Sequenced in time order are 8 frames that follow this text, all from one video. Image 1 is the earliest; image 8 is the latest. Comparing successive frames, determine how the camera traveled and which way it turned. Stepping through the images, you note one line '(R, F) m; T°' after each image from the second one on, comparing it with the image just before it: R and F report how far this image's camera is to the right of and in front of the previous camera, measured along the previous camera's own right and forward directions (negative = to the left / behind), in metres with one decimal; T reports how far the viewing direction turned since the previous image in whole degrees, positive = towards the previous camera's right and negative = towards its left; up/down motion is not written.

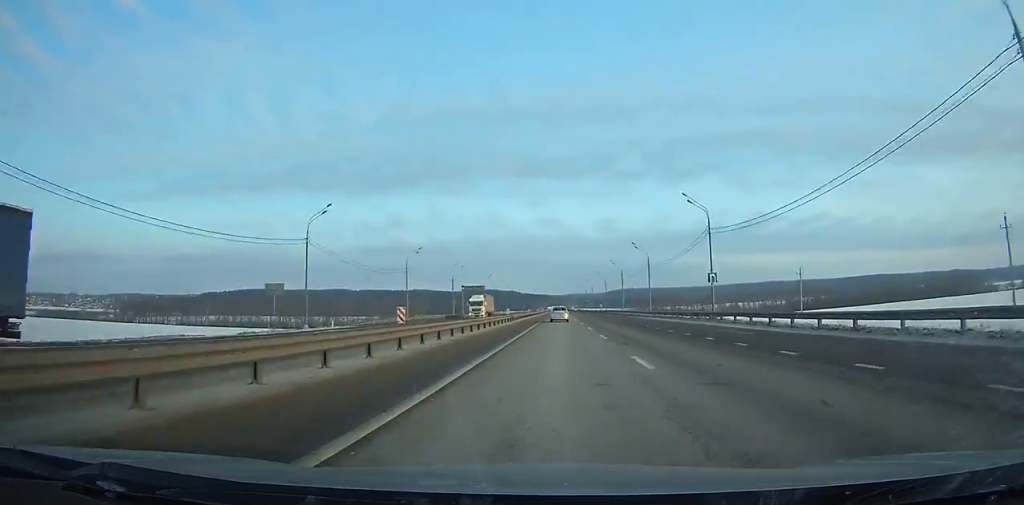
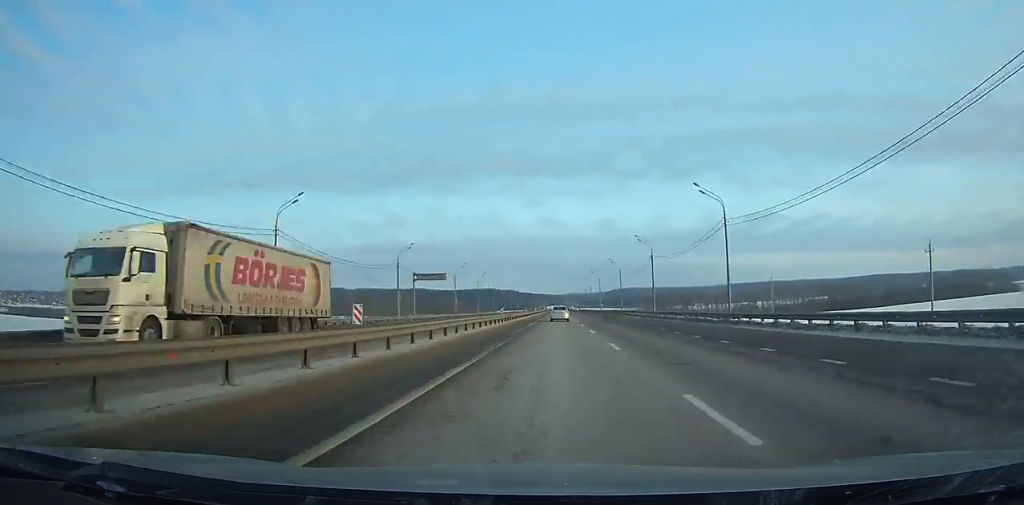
(+0.1, +40.9) m; 0°
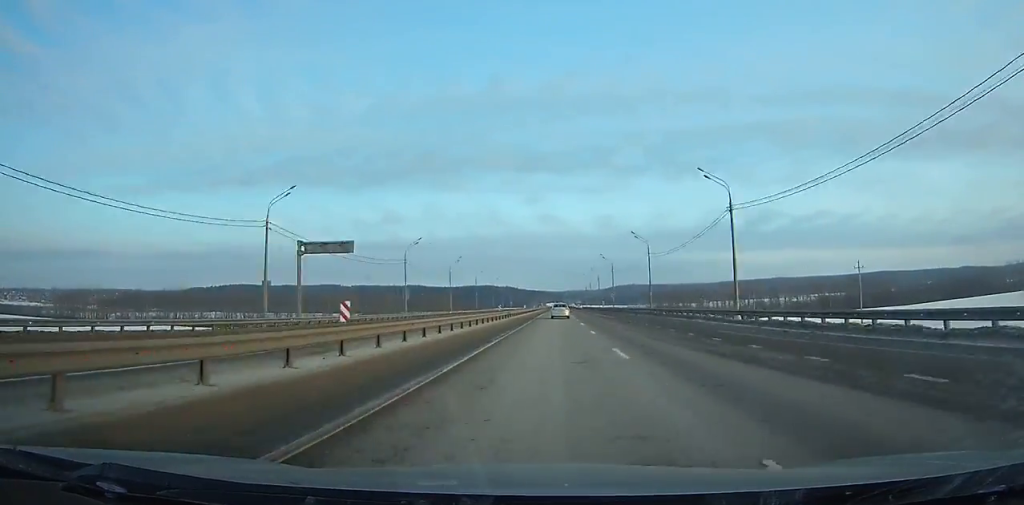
(+0.1, +37.8) m; 0°
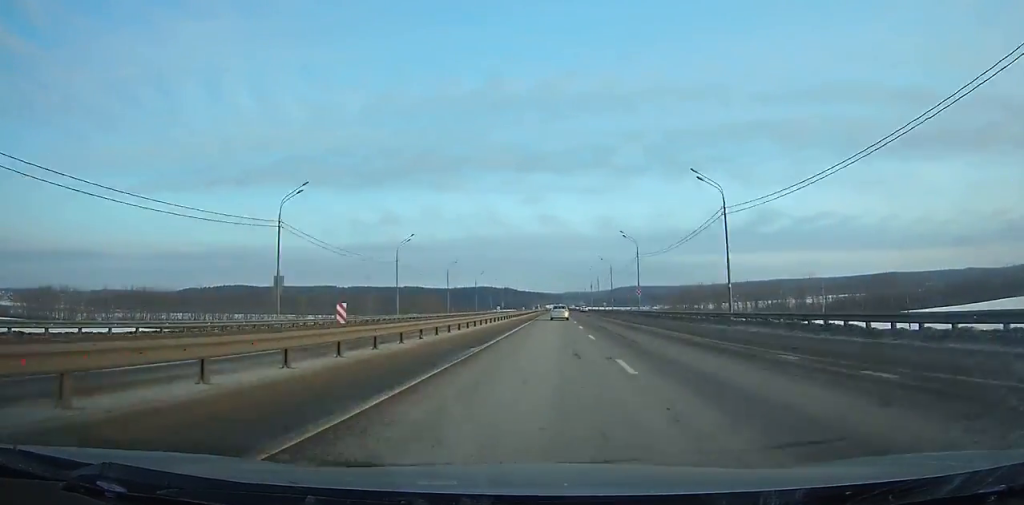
(0.0, +37.8) m; 0°
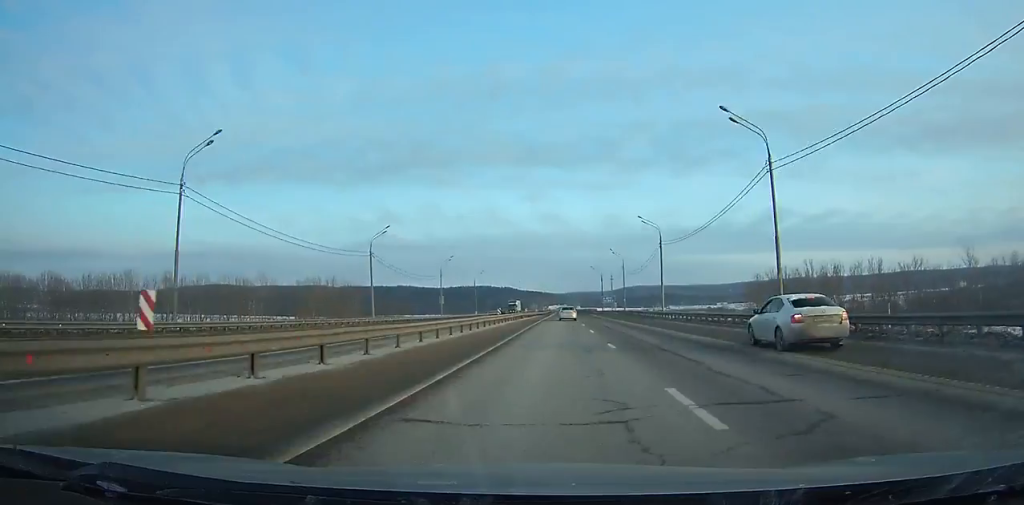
(-0.2, +122.0) m; 0°
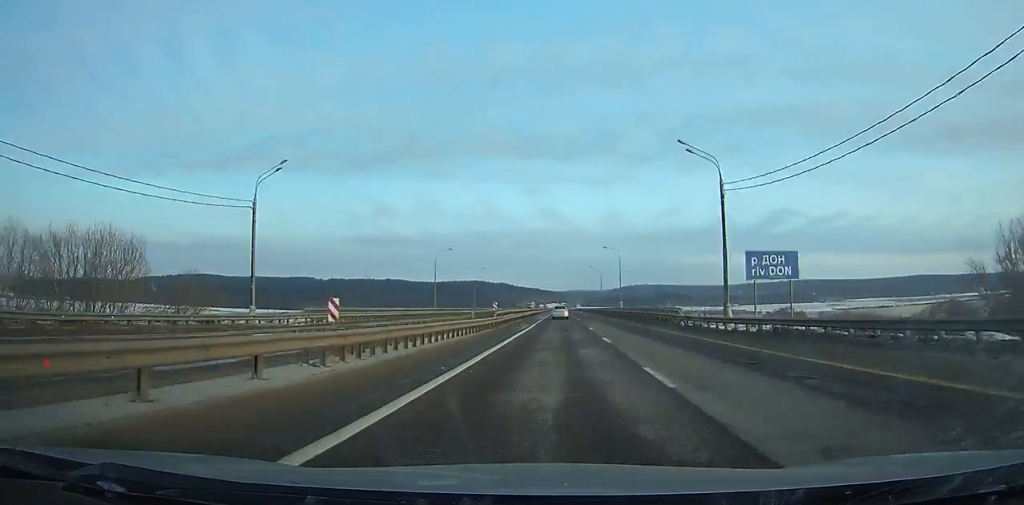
(0.0, +102.1) m; 0°
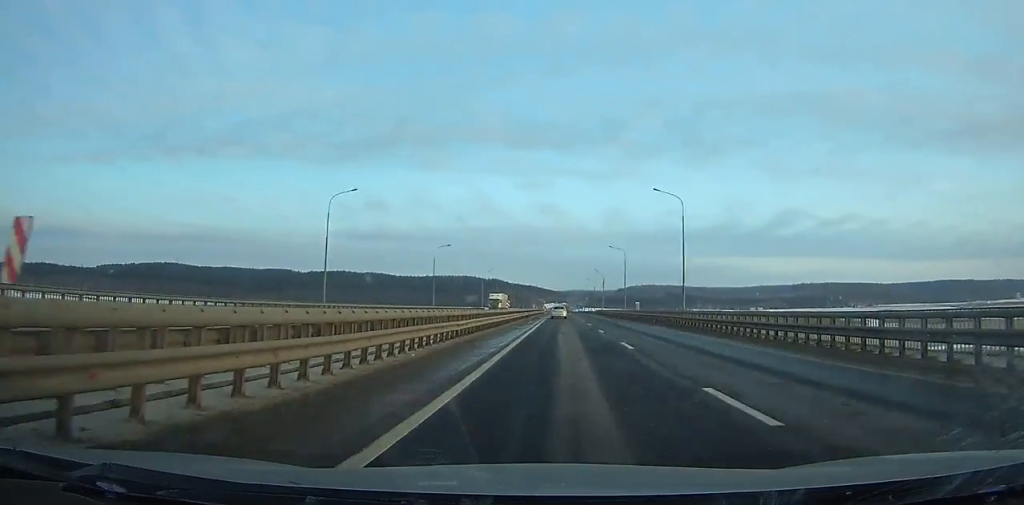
(+0.3, +166.0) m; 0°
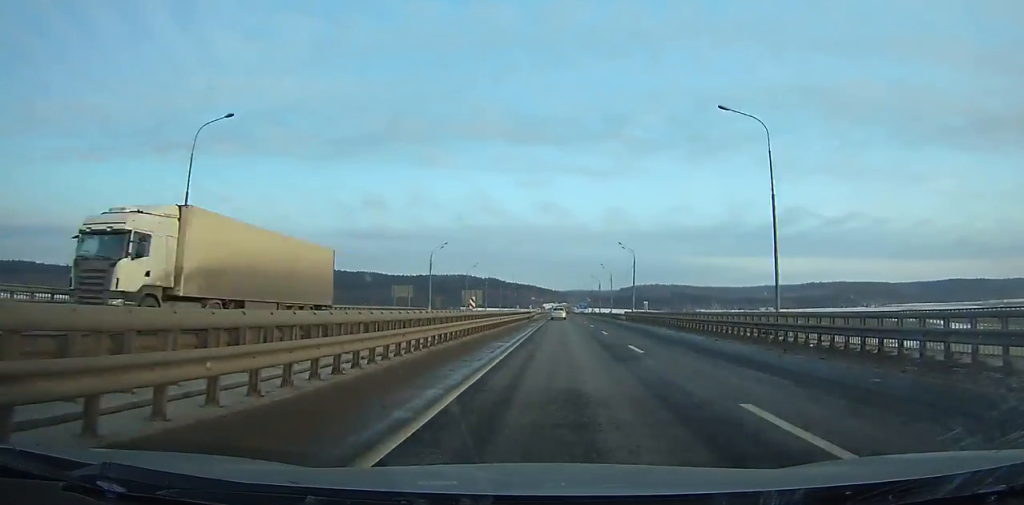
(+0.1, +60.1) m; 0°
